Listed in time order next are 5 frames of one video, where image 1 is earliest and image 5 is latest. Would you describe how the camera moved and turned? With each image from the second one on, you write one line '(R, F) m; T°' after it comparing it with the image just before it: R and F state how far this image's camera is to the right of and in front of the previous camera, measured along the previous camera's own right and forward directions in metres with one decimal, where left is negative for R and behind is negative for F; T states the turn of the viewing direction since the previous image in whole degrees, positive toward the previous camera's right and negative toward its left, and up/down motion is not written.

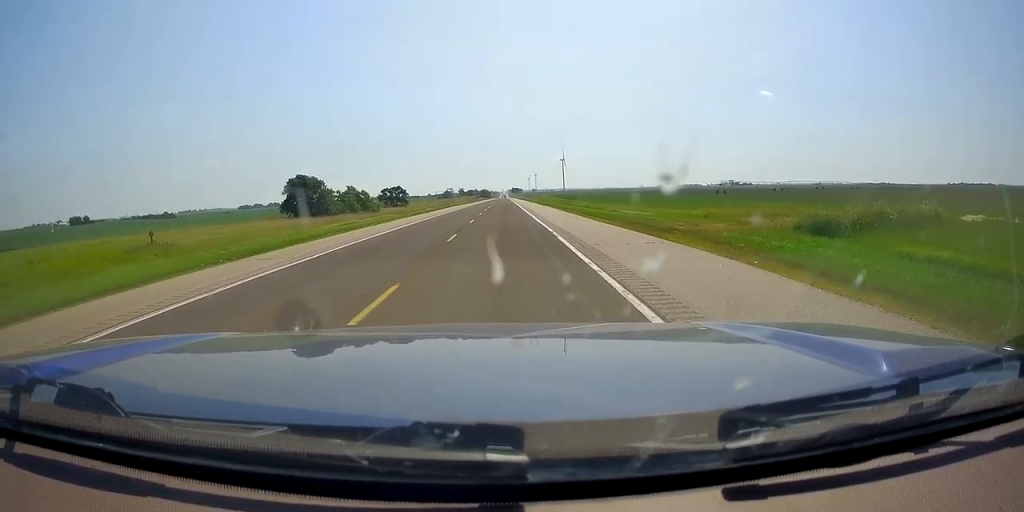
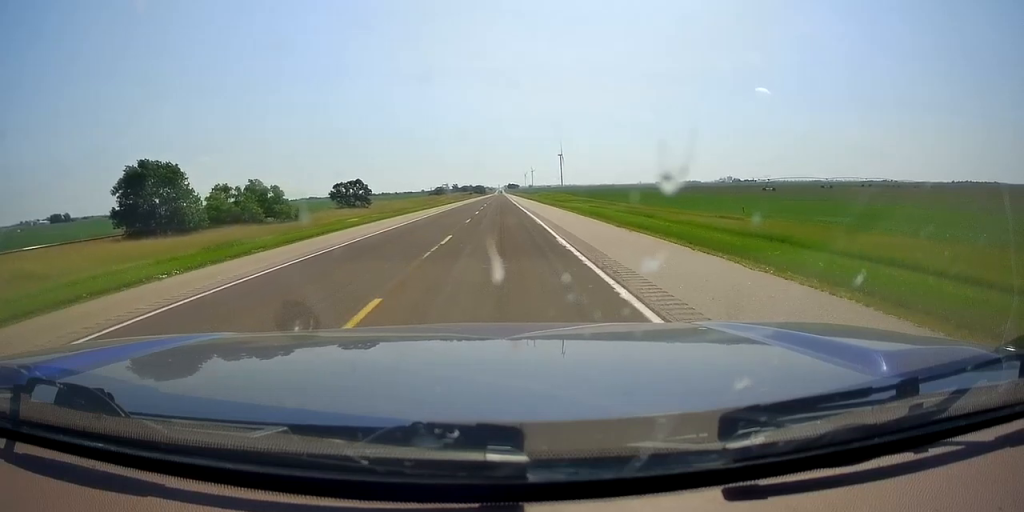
(-0.1, +50.1) m; +1°
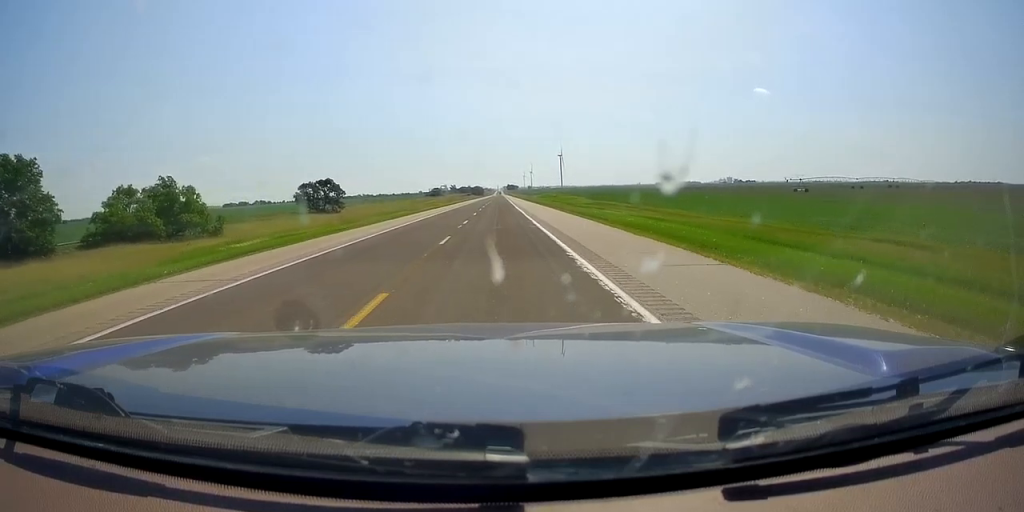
(+0.1, +23.8) m; 0°
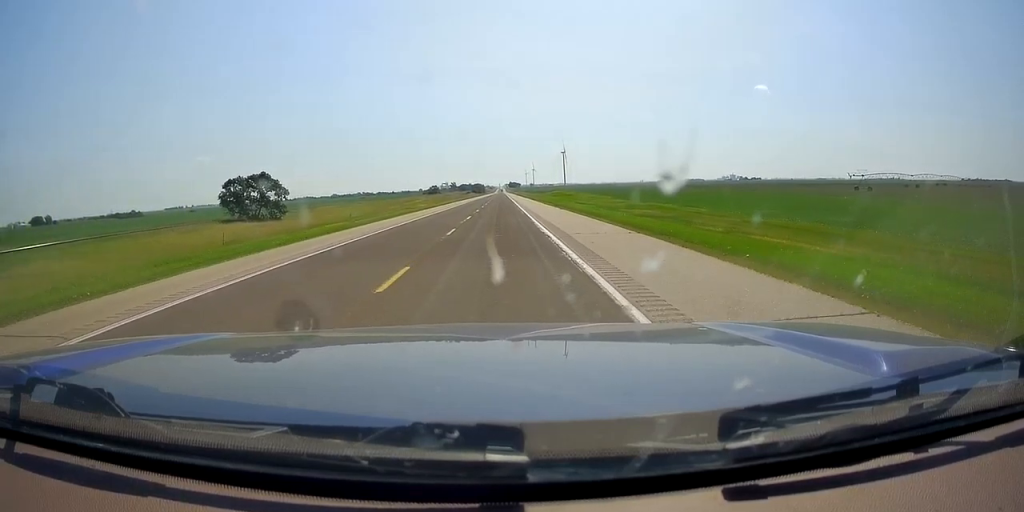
(-0.4, +33.6) m; 0°
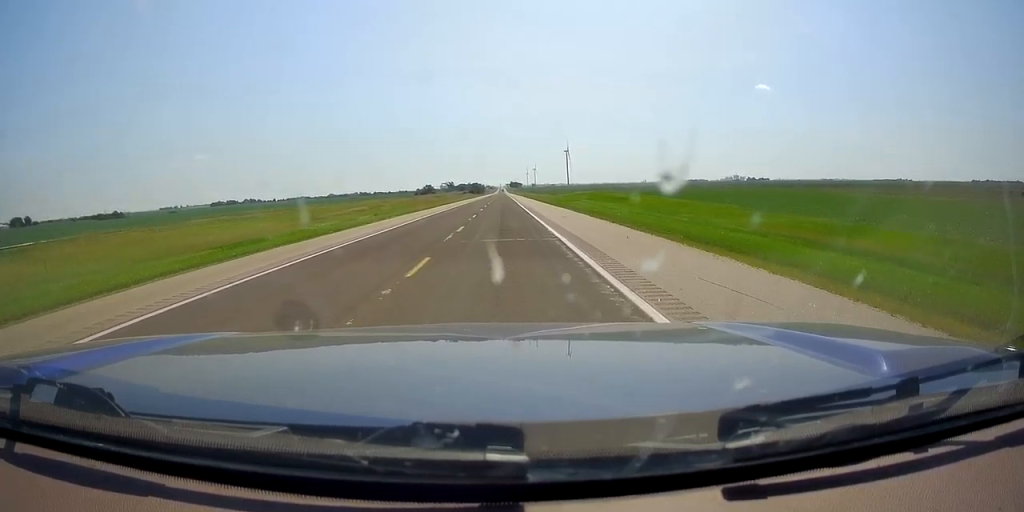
(+0.7, +59.5) m; +1°
